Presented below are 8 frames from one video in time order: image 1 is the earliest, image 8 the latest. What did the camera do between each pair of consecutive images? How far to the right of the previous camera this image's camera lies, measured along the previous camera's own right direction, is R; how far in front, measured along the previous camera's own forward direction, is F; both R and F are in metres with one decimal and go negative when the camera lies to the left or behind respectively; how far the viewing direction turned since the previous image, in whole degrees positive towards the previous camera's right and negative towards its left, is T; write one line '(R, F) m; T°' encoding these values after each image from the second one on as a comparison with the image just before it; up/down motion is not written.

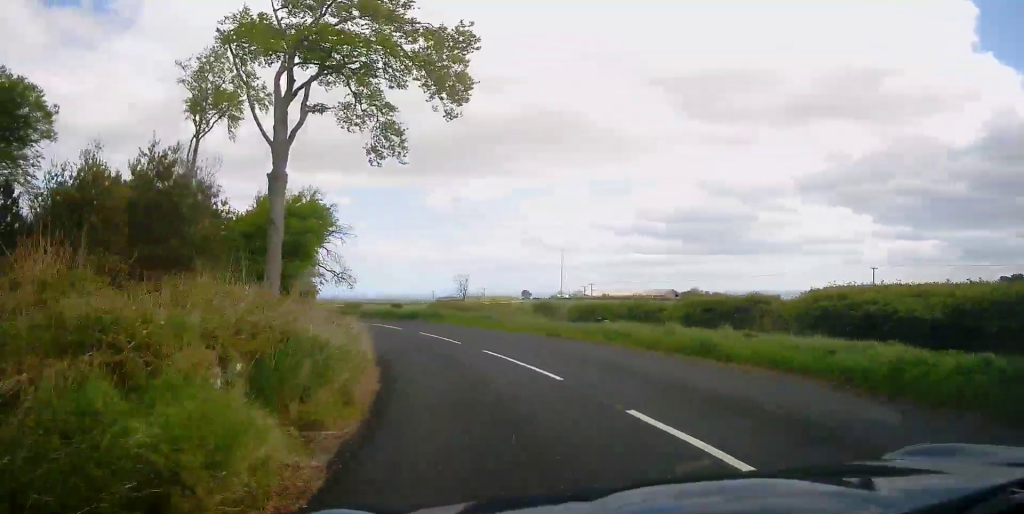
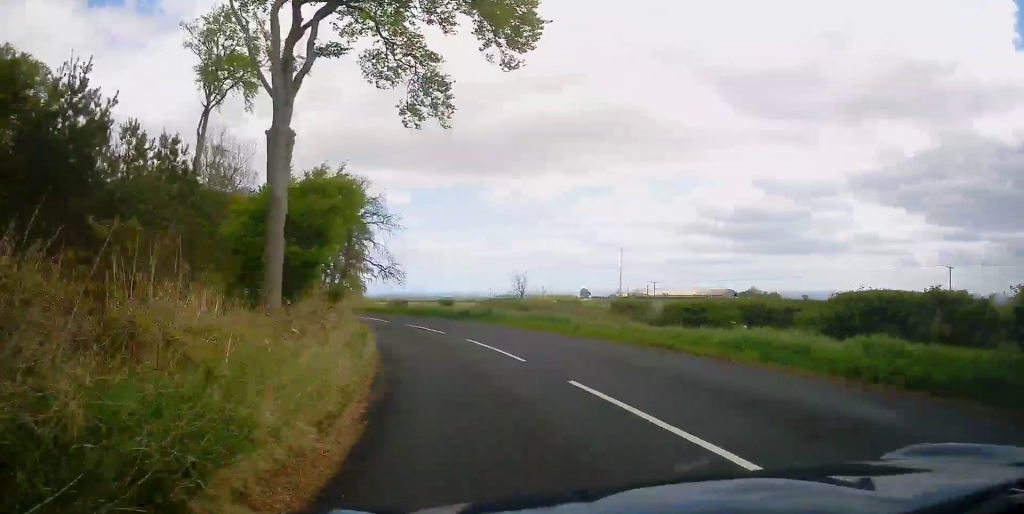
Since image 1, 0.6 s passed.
(-0.3, +6.4) m; -6°
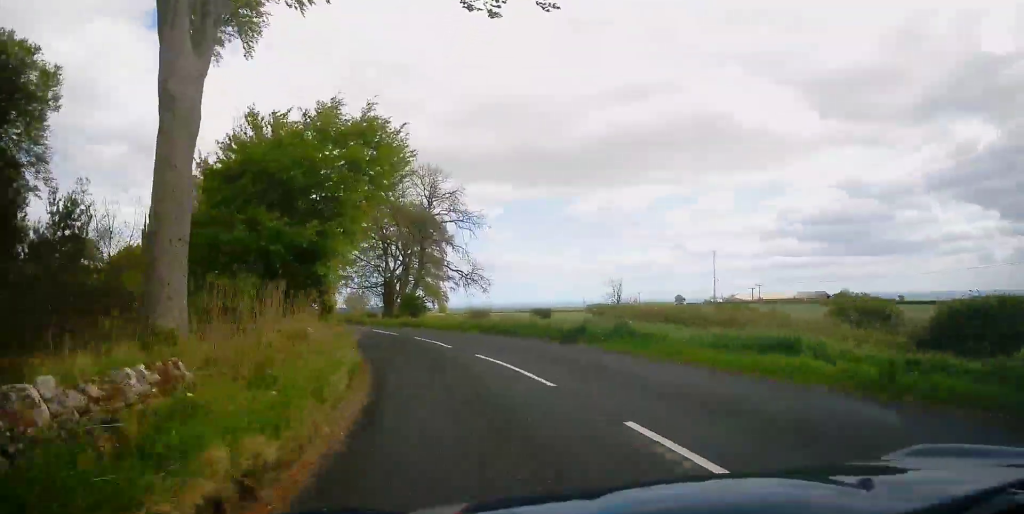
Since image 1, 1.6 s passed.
(-0.9, +11.5) m; -10°
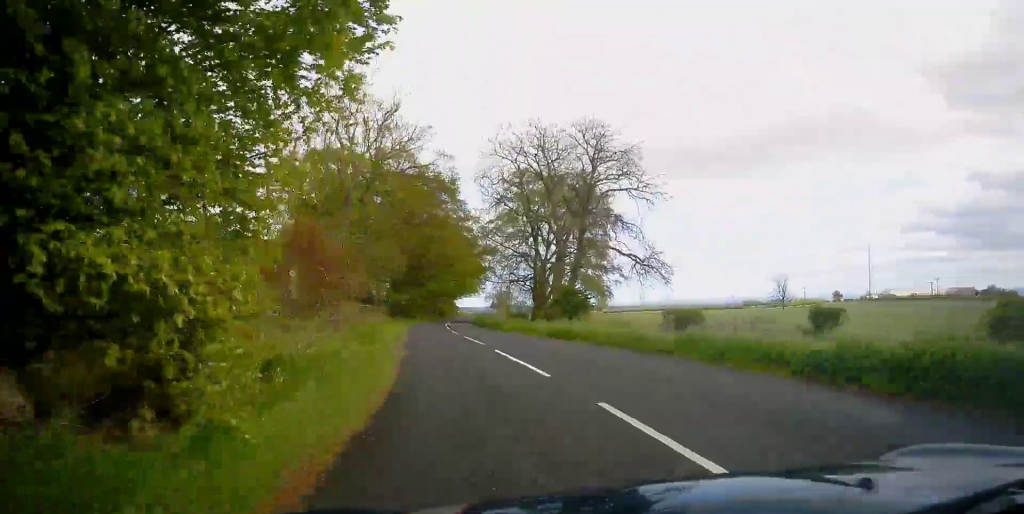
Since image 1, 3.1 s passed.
(-2.1, +16.0) m; -12°
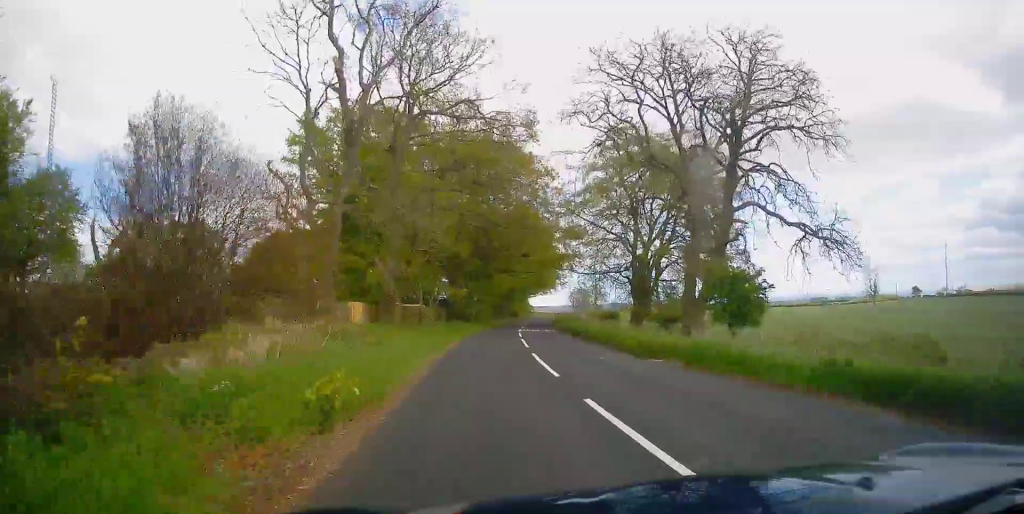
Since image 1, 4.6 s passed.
(-1.3, +16.2) m; -9°
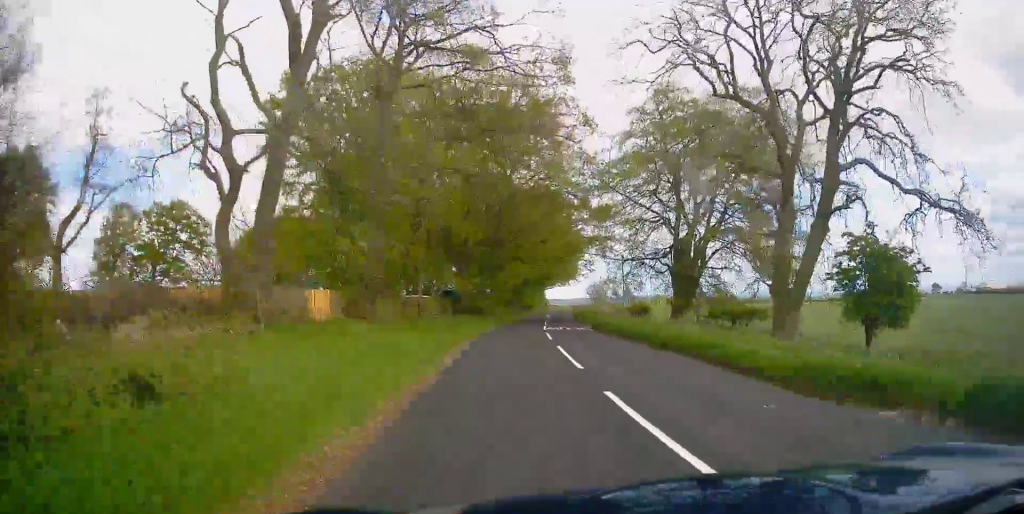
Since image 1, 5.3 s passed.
(-0.3, +8.1) m; -5°
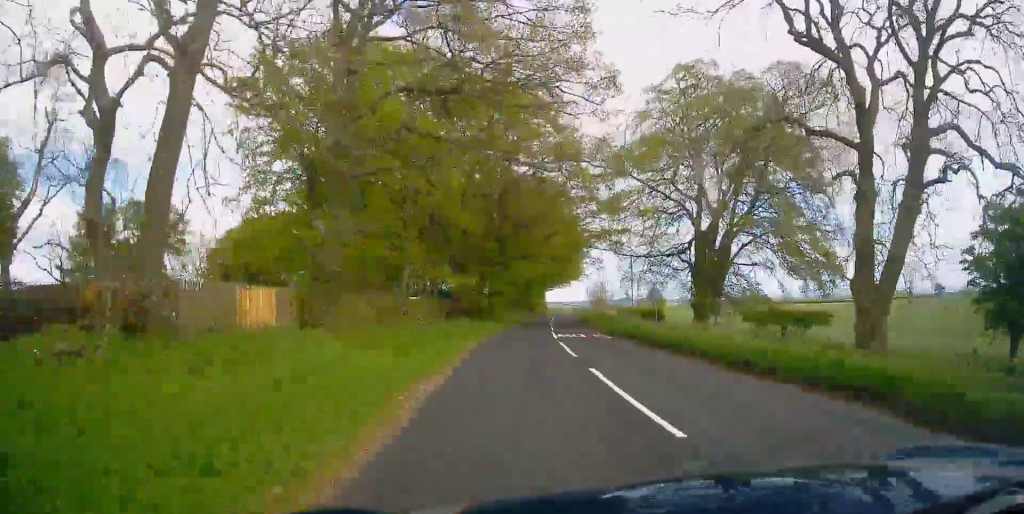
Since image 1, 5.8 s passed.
(-0.3, +5.6) m; -2°
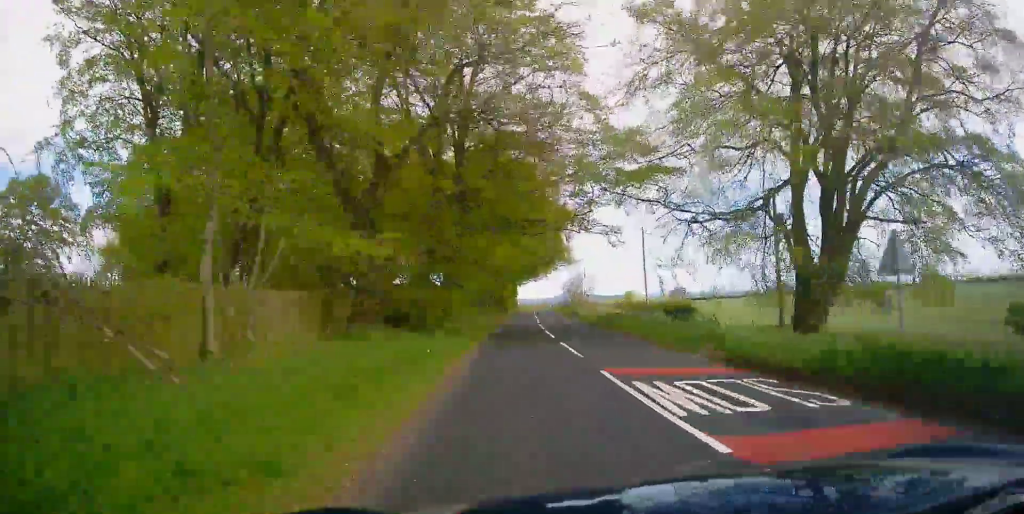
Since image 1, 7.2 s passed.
(-0.8, +17.6) m; -3°
